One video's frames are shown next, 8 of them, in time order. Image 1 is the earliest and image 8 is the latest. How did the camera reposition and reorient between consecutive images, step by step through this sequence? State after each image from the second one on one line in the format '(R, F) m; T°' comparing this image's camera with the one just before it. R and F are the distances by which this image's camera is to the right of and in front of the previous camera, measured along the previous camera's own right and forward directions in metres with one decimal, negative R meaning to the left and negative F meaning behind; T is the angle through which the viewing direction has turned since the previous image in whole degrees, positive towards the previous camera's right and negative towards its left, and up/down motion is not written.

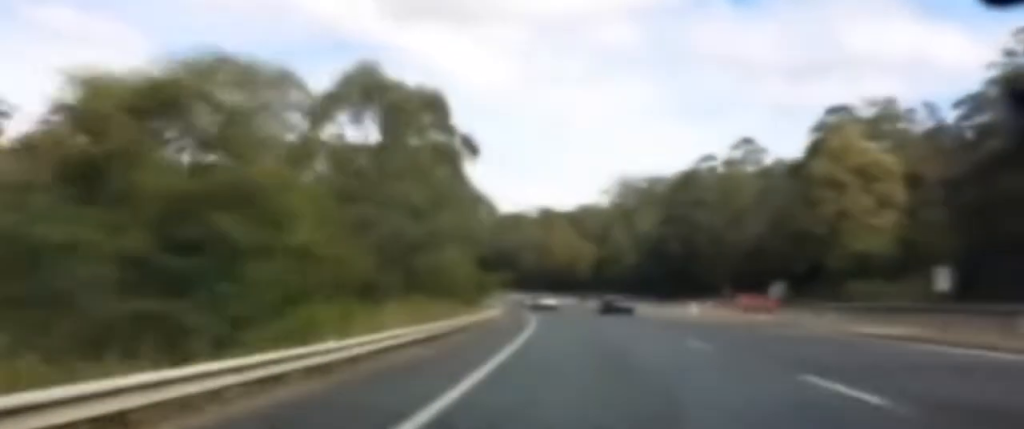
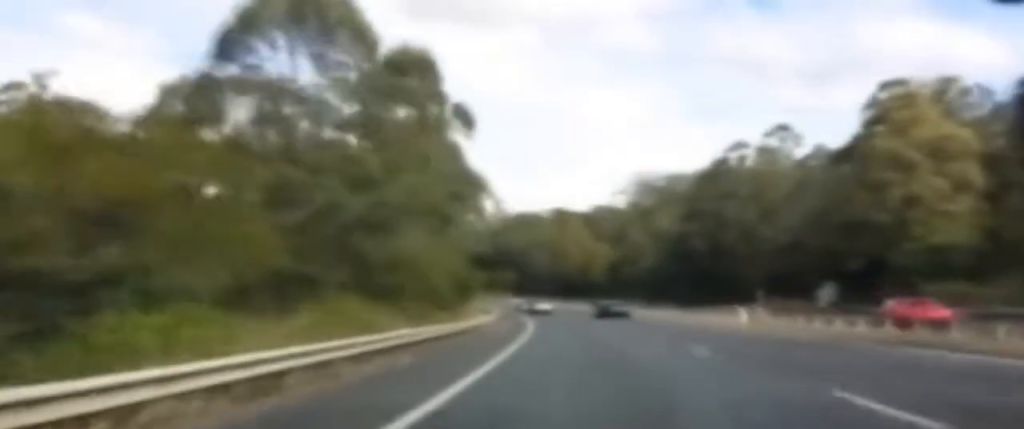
(+0.1, +13.6) m; 0°
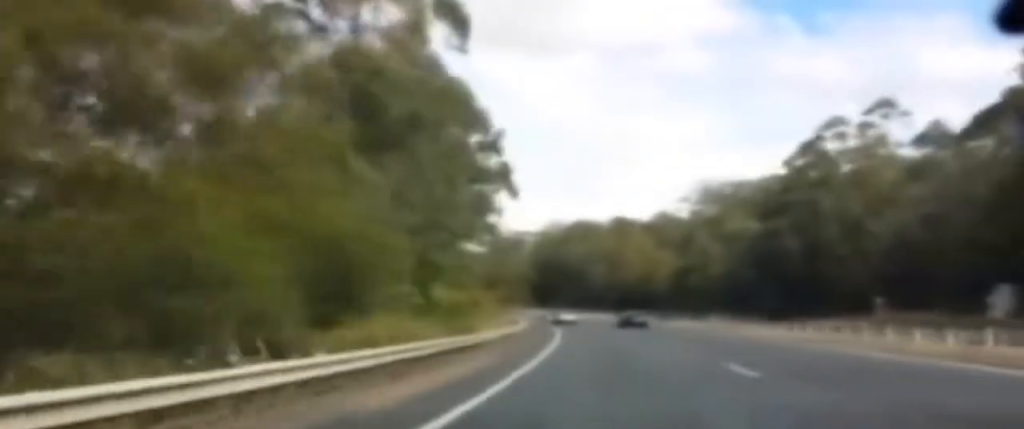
(-0.1, +28.3) m; -1°
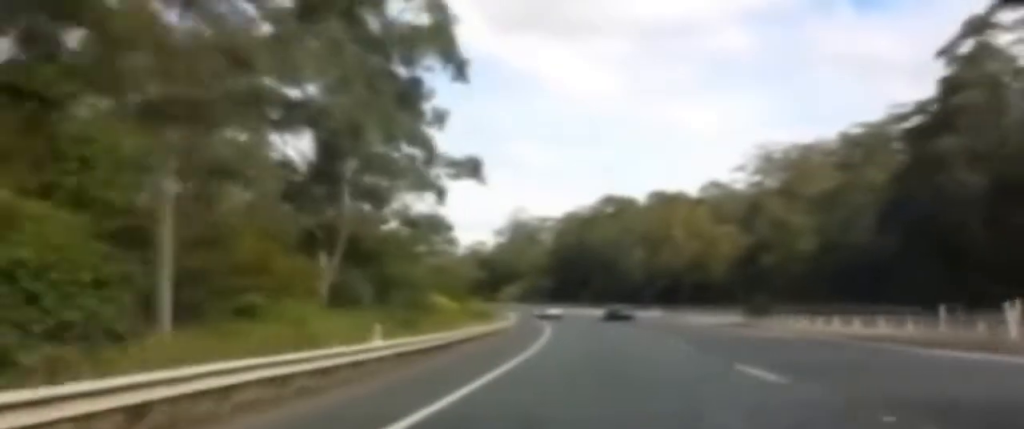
(-1.0, +37.8) m; -4°
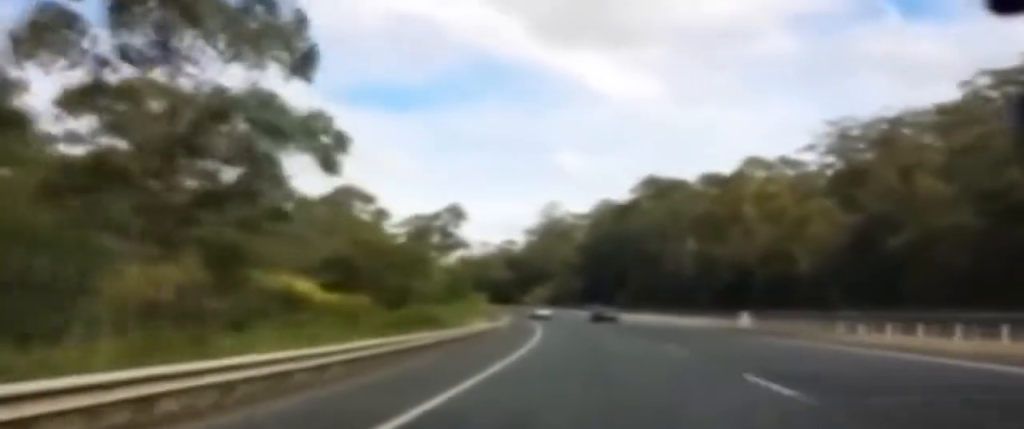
(-1.3, +38.4) m; -2°
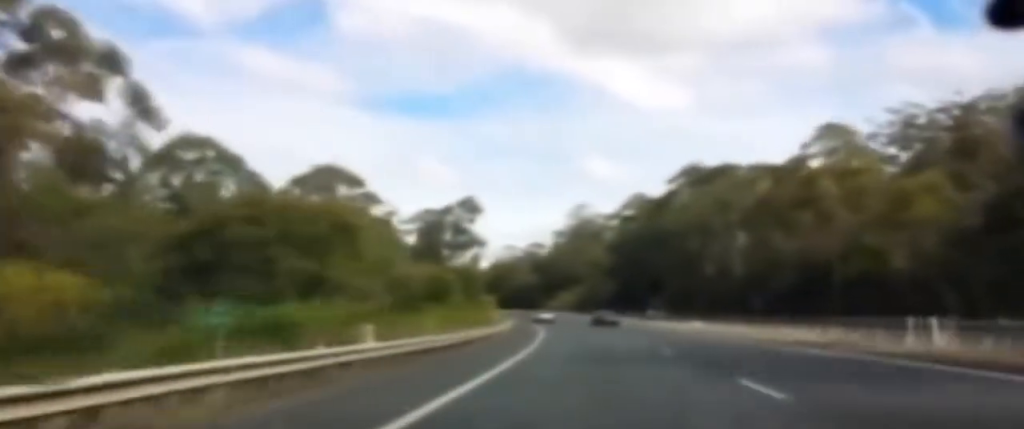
(0.0, +23.6) m; 0°
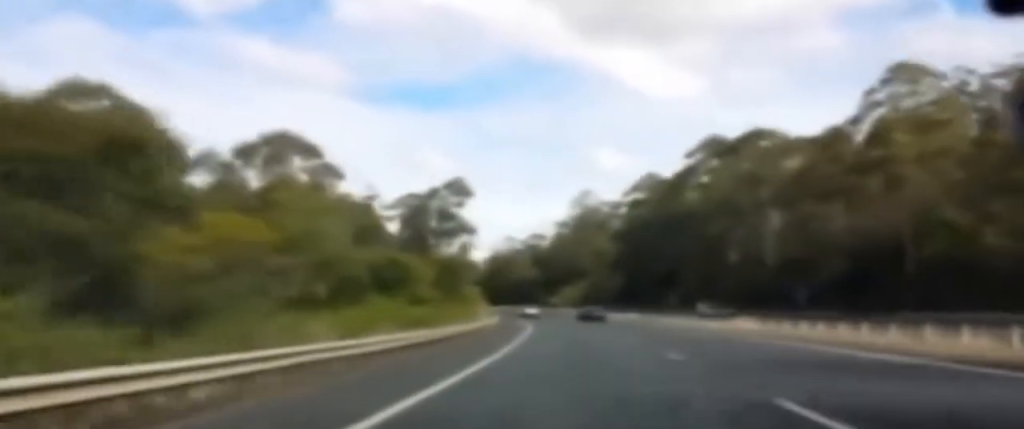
(-0.1, +16.1) m; -1°
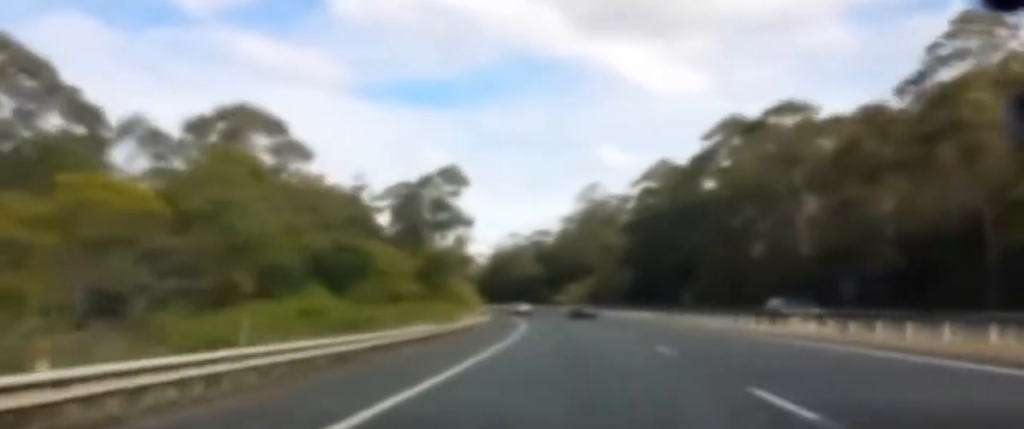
(0.0, +11.0) m; -1°
